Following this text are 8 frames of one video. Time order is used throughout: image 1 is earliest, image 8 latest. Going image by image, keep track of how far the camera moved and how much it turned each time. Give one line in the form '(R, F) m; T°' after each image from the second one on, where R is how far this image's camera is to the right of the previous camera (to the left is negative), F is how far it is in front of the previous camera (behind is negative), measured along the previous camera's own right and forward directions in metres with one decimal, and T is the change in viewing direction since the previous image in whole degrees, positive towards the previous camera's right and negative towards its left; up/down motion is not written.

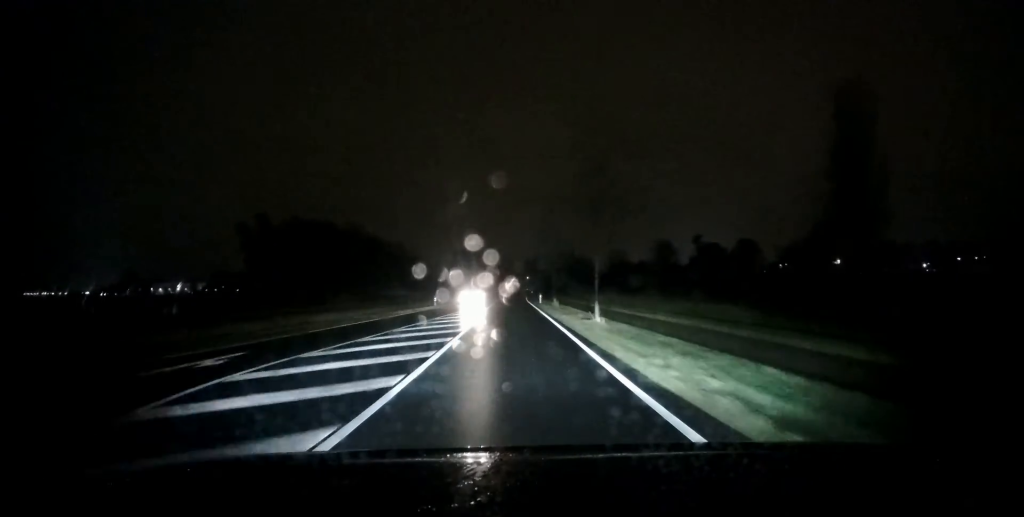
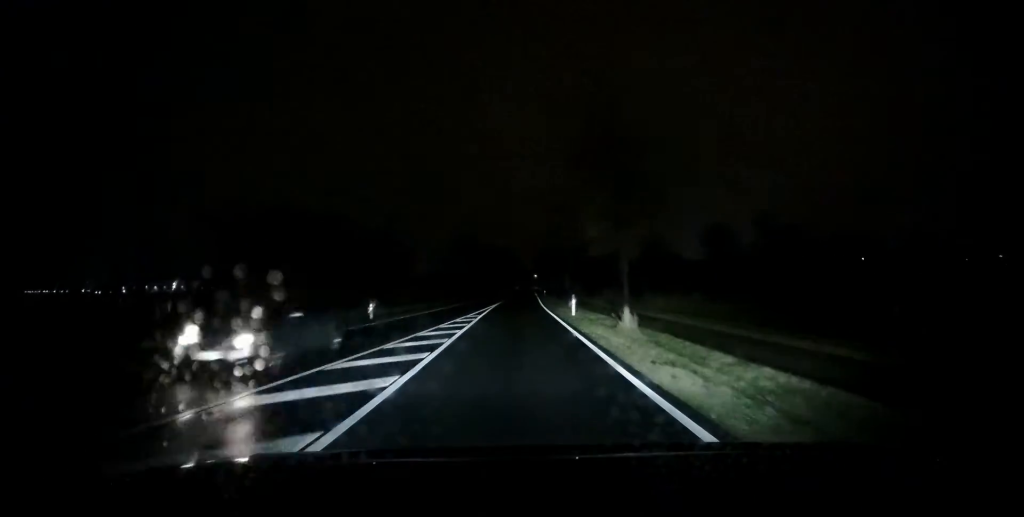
(0.0, +24.2) m; 0°
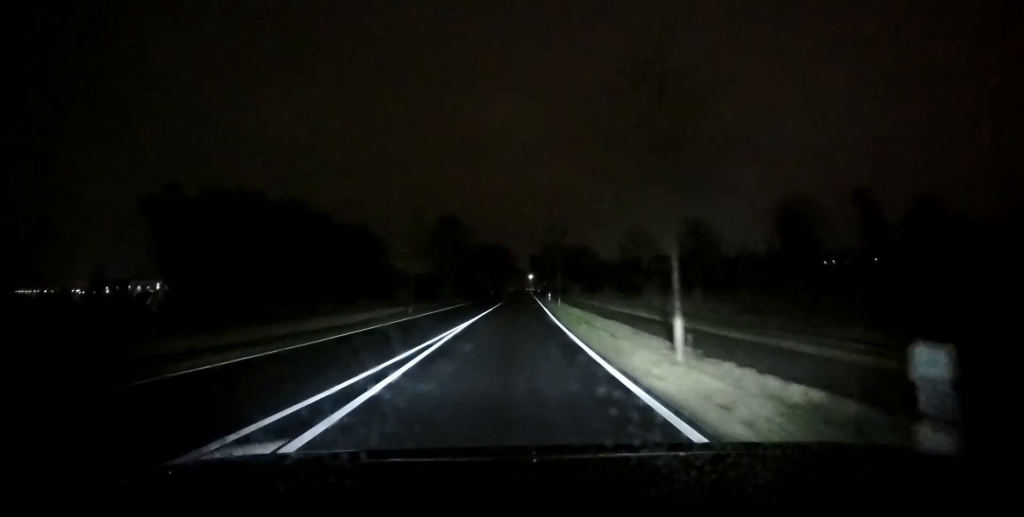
(-0.1, +22.7) m; +1°
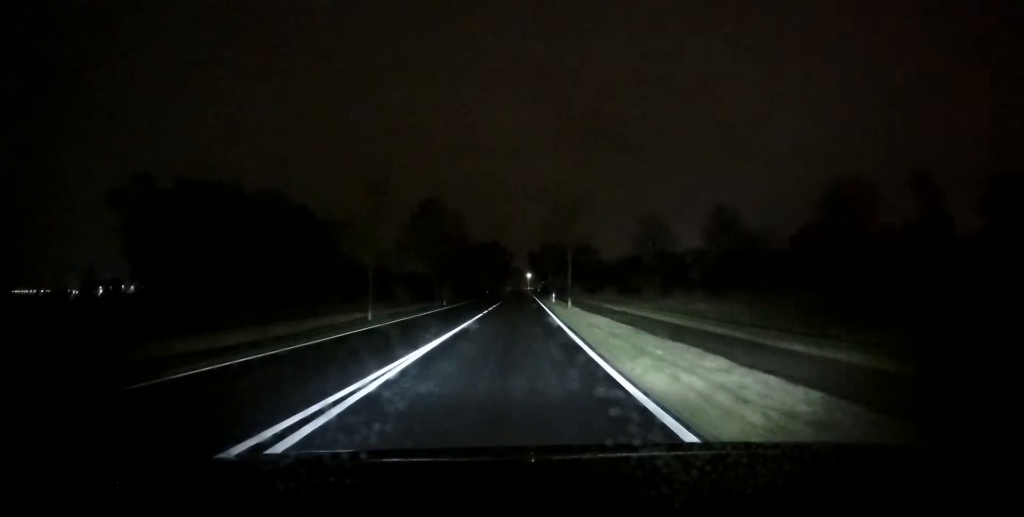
(0.0, +8.9) m; 0°
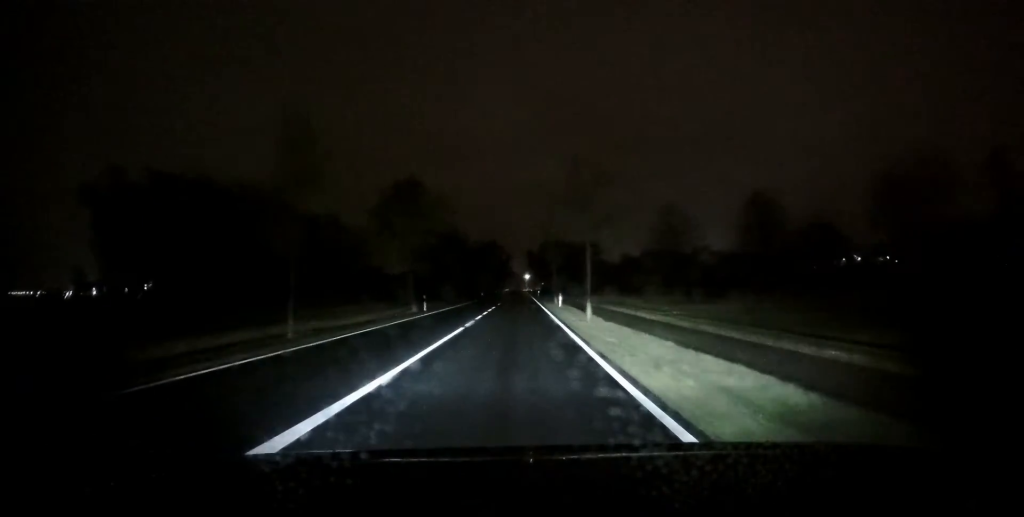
(+0.2, +8.9) m; 0°
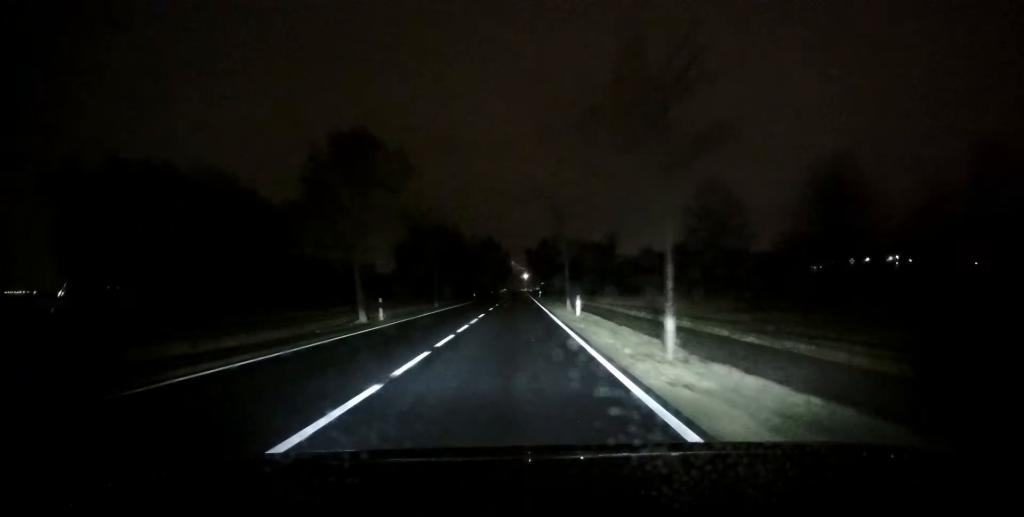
(+0.1, +11.7) m; 0°
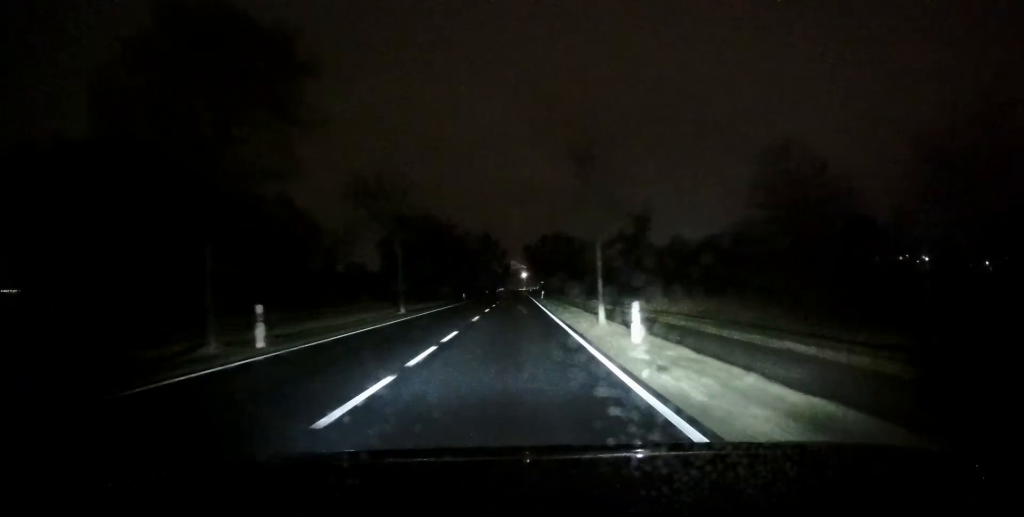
(-0.2, +12.4) m; 0°
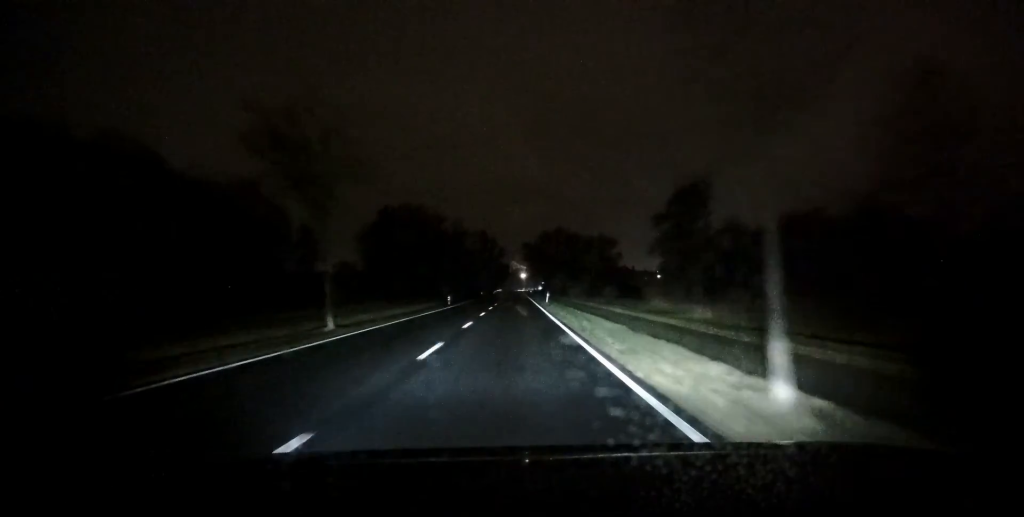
(+0.1, +12.4) m; 0°
